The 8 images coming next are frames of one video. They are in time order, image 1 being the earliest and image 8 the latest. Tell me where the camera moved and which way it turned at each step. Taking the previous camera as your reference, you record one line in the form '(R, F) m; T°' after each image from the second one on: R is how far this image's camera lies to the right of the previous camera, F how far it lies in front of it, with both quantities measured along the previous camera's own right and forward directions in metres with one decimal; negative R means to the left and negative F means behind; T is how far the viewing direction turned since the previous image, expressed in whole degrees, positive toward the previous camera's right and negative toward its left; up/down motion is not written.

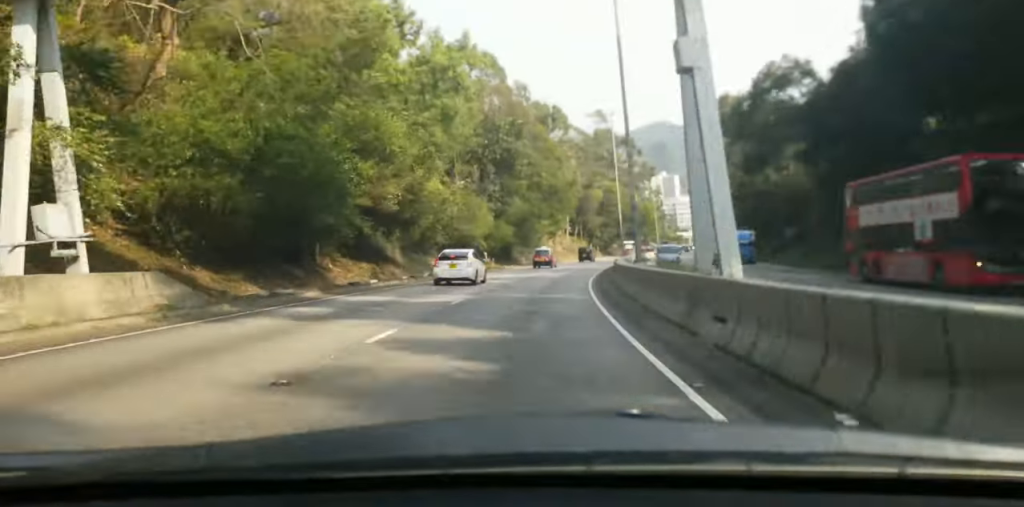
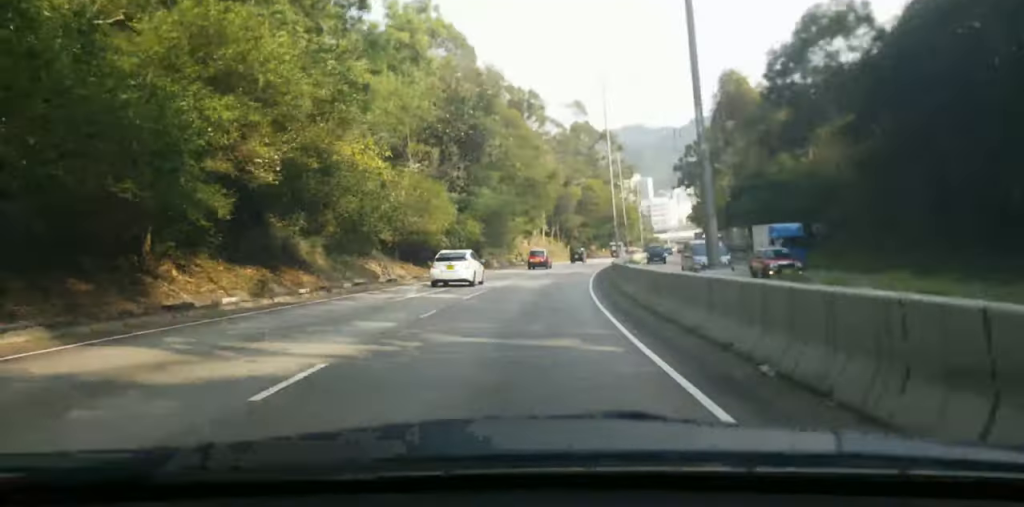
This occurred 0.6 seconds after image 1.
(+0.7, +13.8) m; +2°
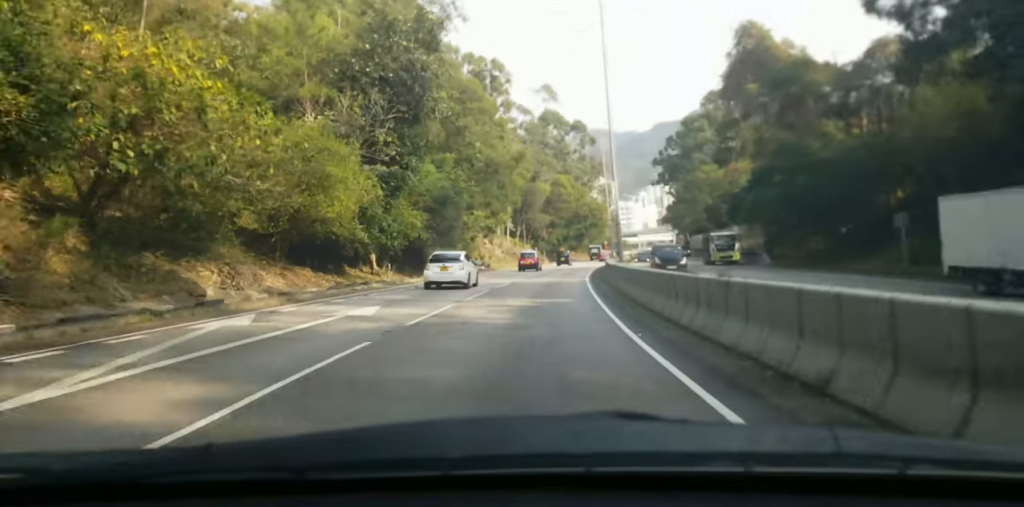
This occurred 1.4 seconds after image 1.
(+0.2, +17.6) m; +2°
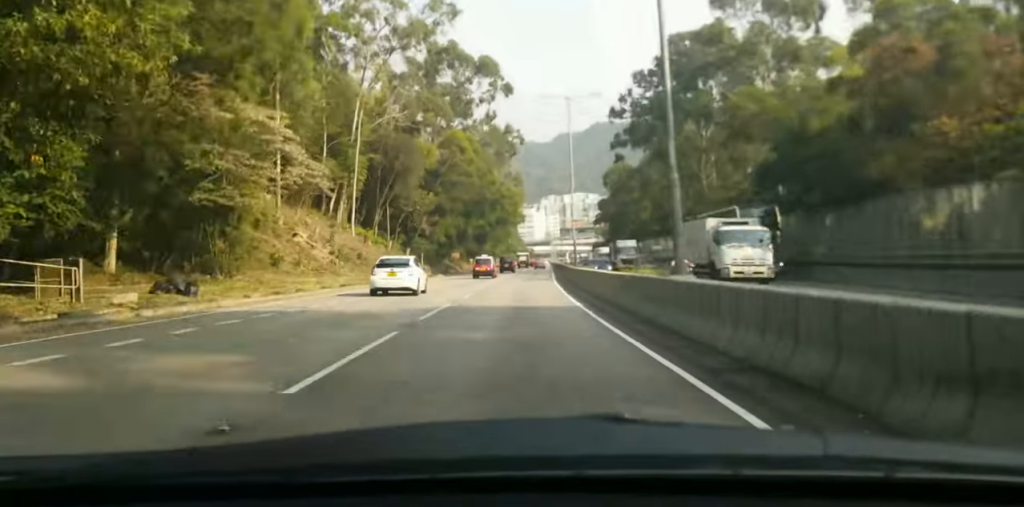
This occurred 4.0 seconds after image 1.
(+2.7, +61.3) m; +4°
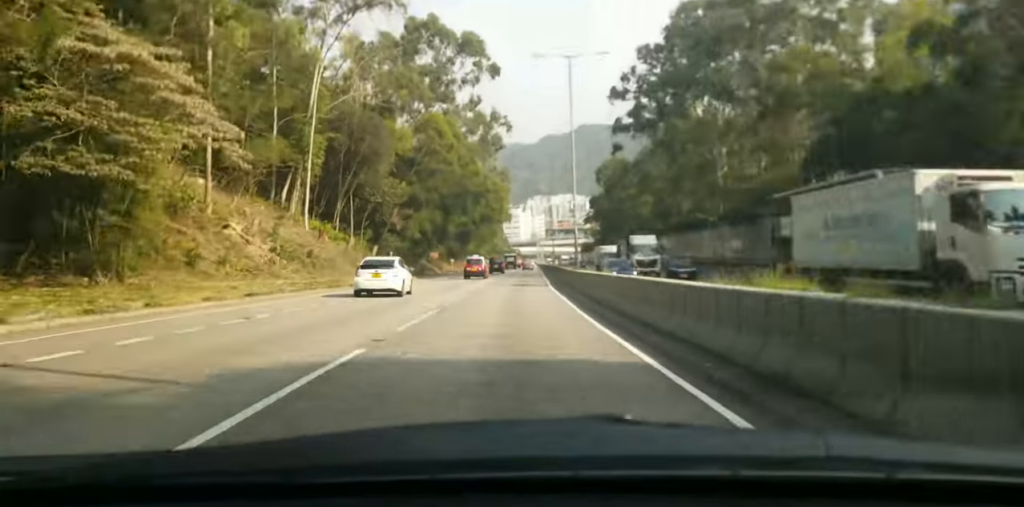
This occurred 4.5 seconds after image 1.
(+0.3, +11.3) m; +1°
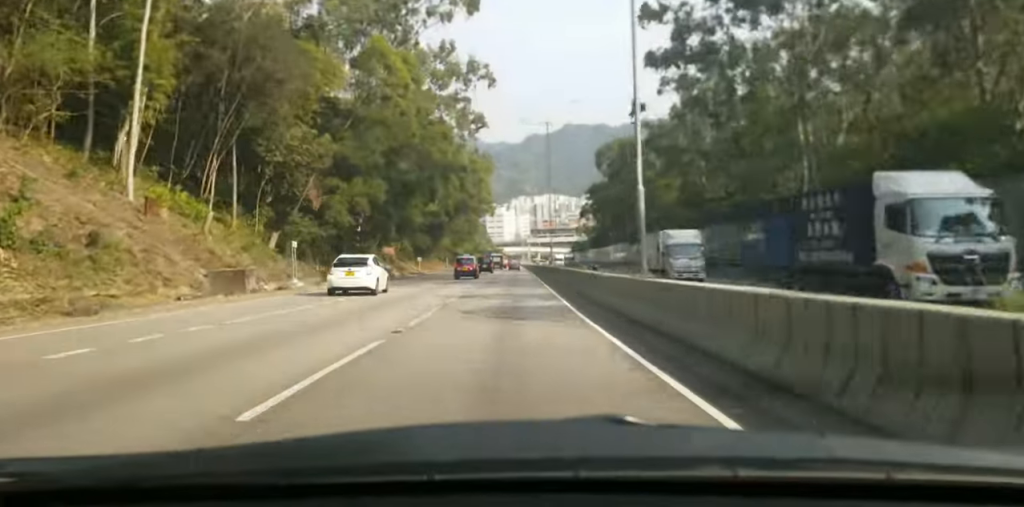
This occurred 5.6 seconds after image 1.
(+0.2, +26.4) m; +1°
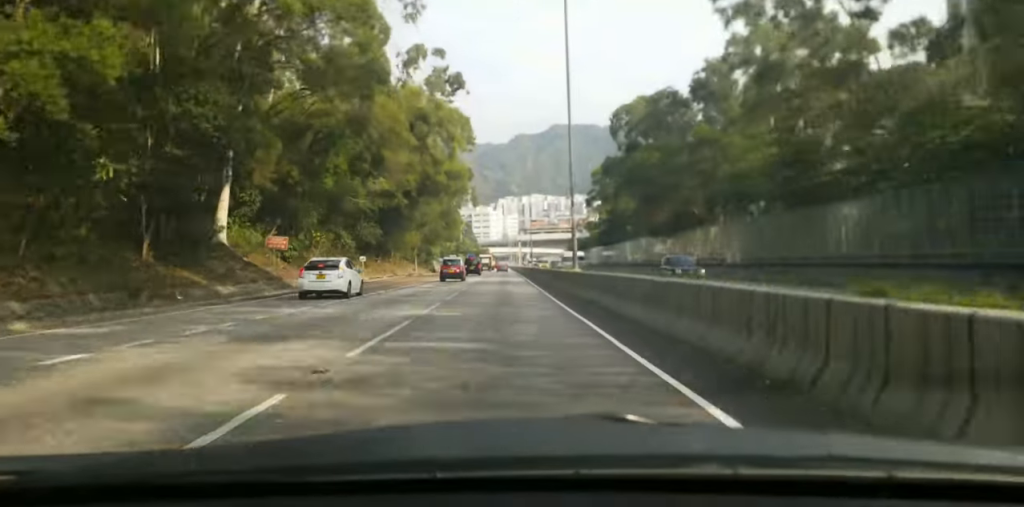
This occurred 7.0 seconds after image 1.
(+0.3, +32.1) m; 0°
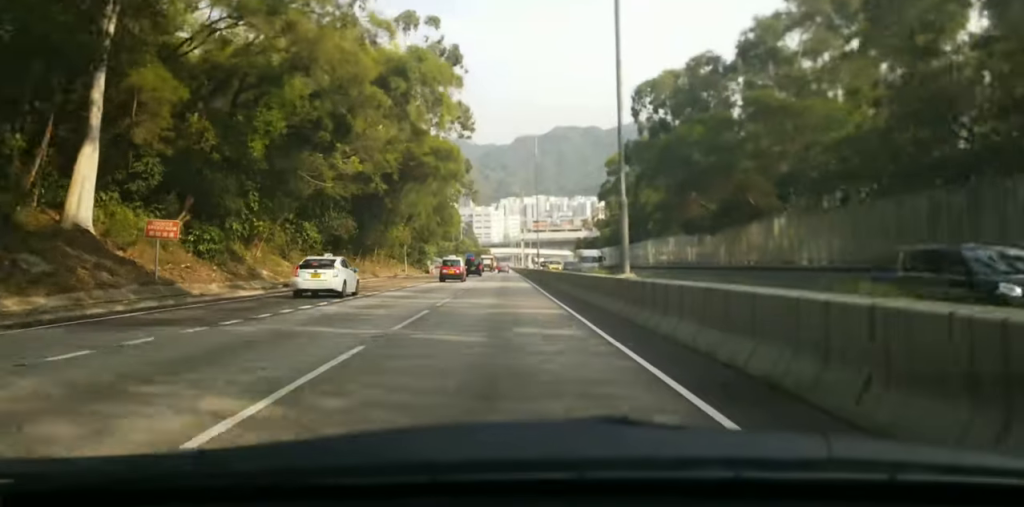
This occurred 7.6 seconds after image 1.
(-0.2, +14.0) m; -1°
